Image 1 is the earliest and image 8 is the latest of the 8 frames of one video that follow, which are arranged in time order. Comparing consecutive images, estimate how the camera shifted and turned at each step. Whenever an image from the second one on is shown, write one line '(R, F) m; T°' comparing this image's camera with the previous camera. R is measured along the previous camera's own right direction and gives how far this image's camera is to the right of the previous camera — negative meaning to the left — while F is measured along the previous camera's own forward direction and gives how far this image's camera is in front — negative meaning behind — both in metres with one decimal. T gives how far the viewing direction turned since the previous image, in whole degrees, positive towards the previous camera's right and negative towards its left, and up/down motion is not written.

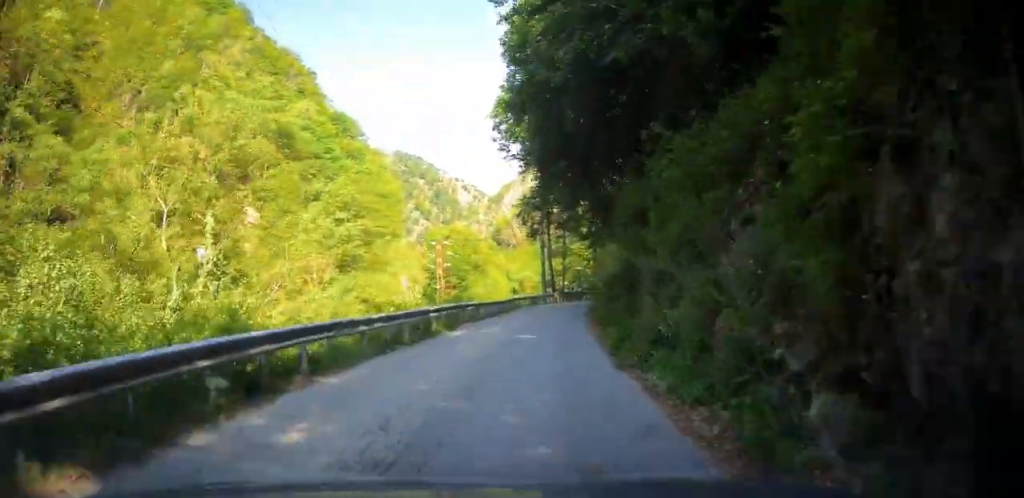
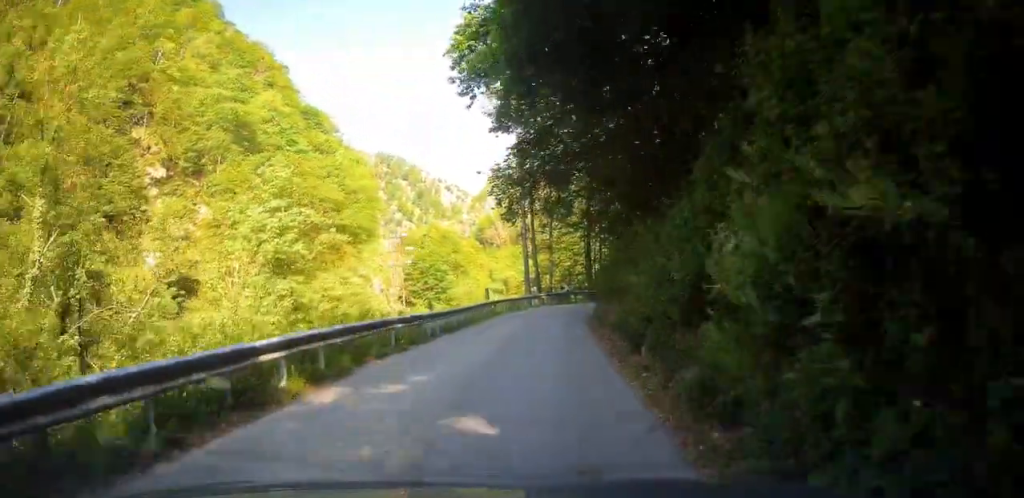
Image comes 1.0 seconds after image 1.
(+0.3, +8.5) m; +1°
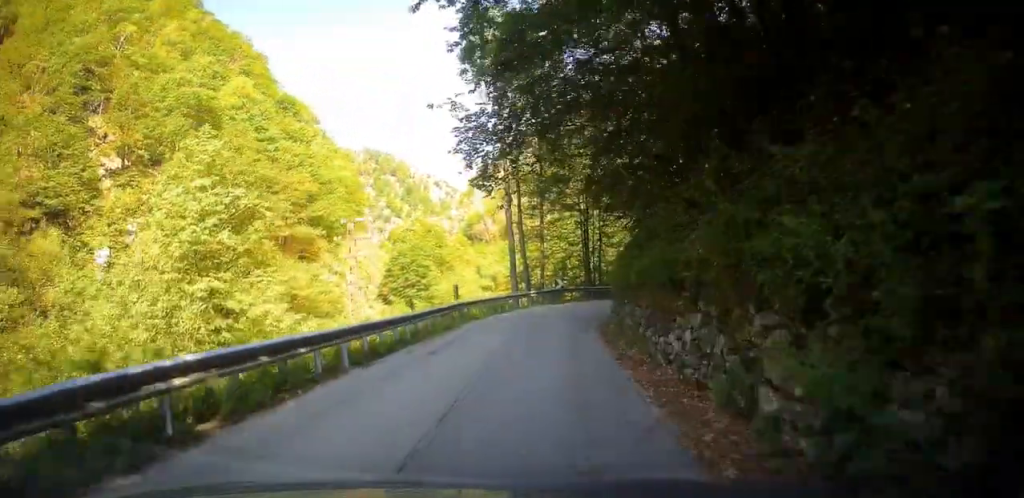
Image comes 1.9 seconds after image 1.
(+0.1, +7.3) m; +1°
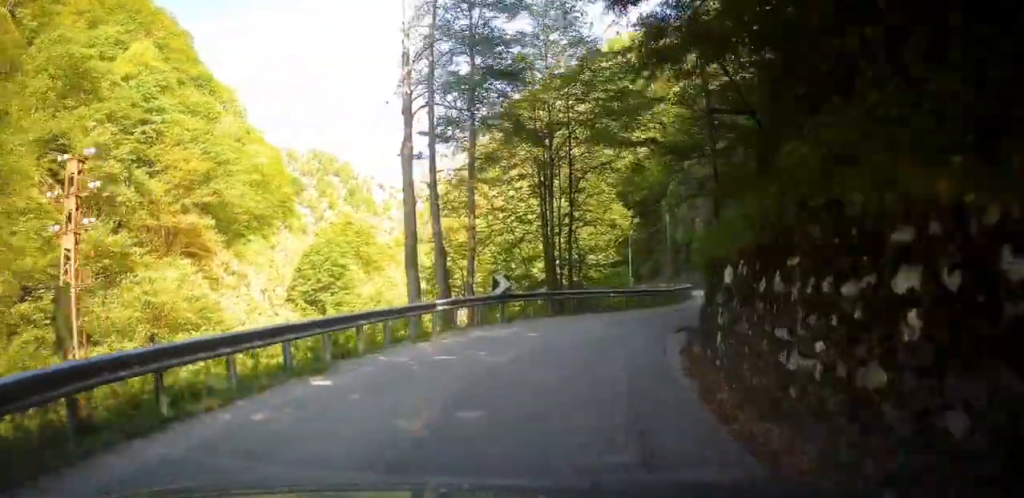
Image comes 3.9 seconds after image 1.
(-0.1, +16.2) m; +6°
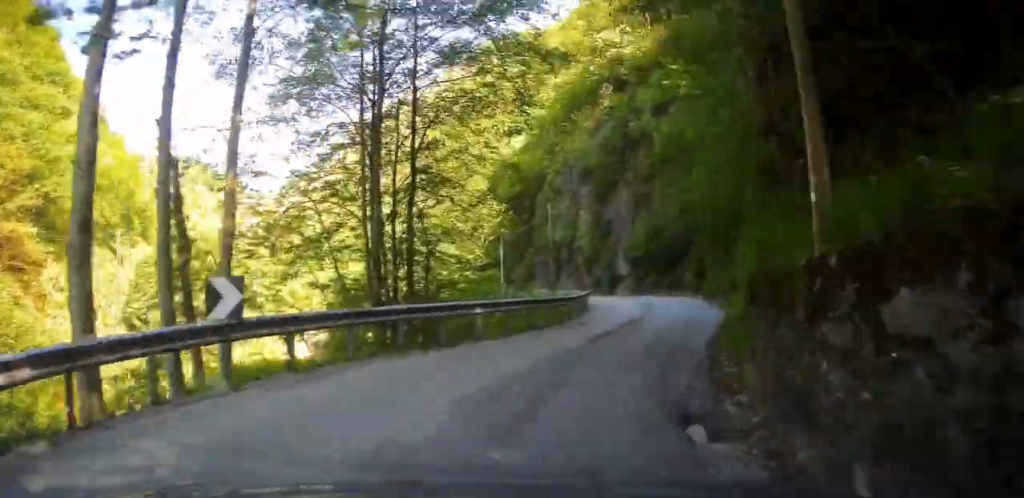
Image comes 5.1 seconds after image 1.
(+0.3, +9.4) m; +14°
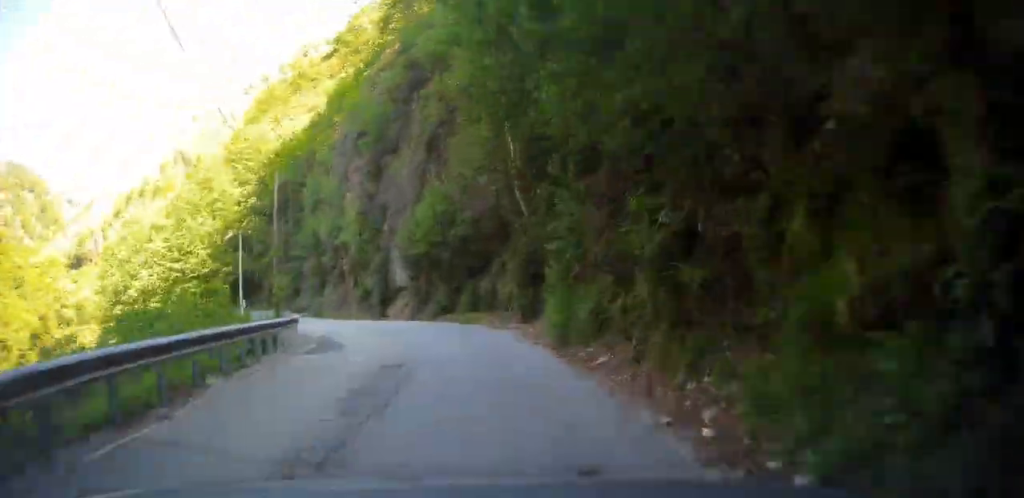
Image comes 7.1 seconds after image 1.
(+4.1, +16.0) m; +27°
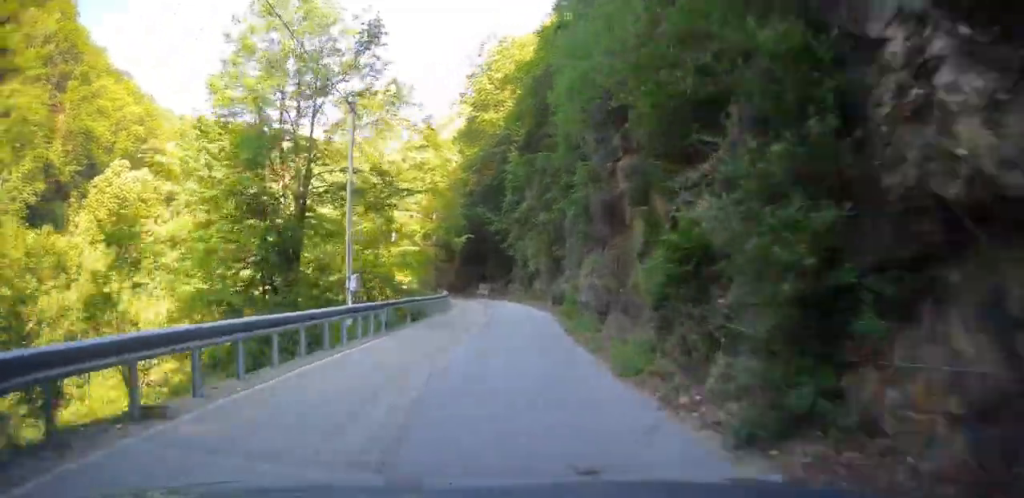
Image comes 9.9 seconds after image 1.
(+7.4, +31.4) m; +15°
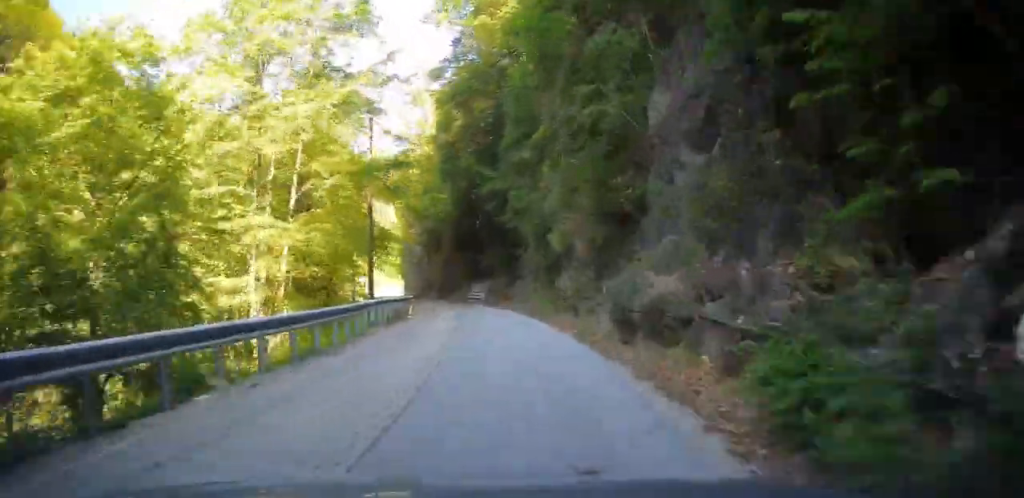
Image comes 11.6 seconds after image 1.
(+0.1, +25.4) m; -11°
